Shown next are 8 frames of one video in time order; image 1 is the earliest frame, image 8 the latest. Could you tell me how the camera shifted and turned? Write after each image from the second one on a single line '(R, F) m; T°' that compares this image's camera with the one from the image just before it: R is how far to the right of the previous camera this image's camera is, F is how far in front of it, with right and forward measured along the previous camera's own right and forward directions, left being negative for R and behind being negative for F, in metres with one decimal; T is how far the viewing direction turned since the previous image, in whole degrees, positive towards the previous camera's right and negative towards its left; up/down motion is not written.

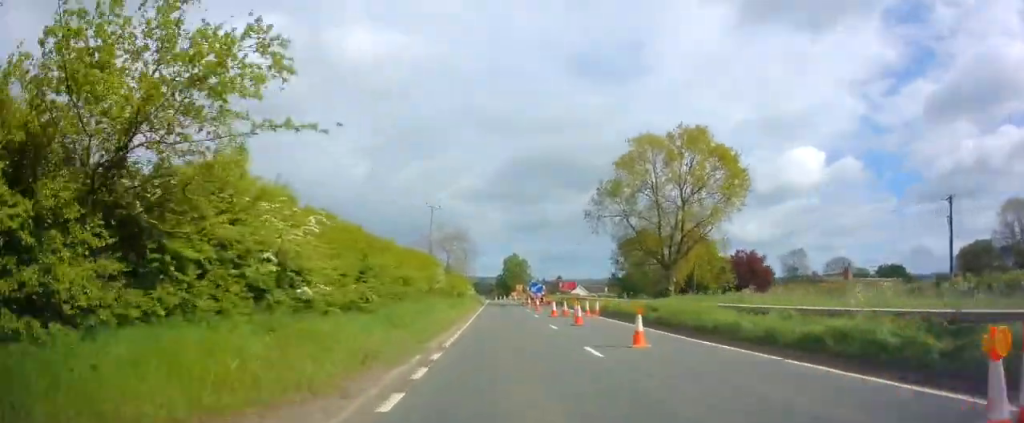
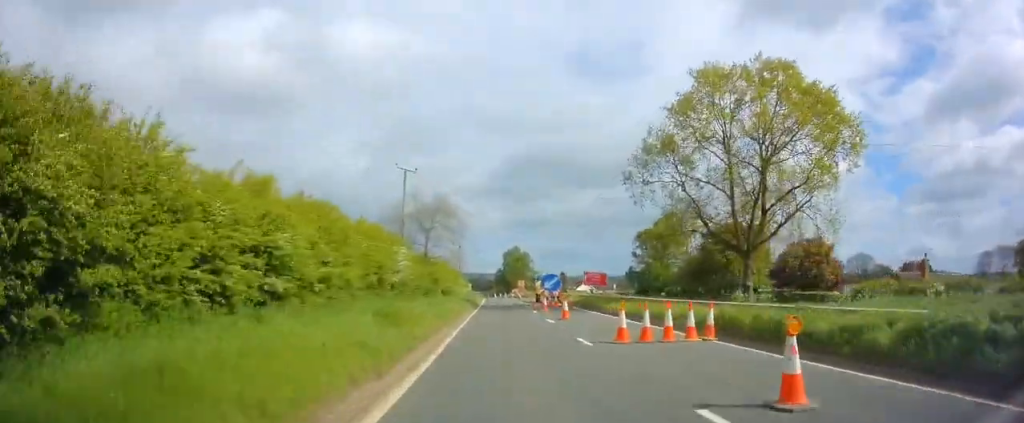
(-0.3, +16.2) m; 0°
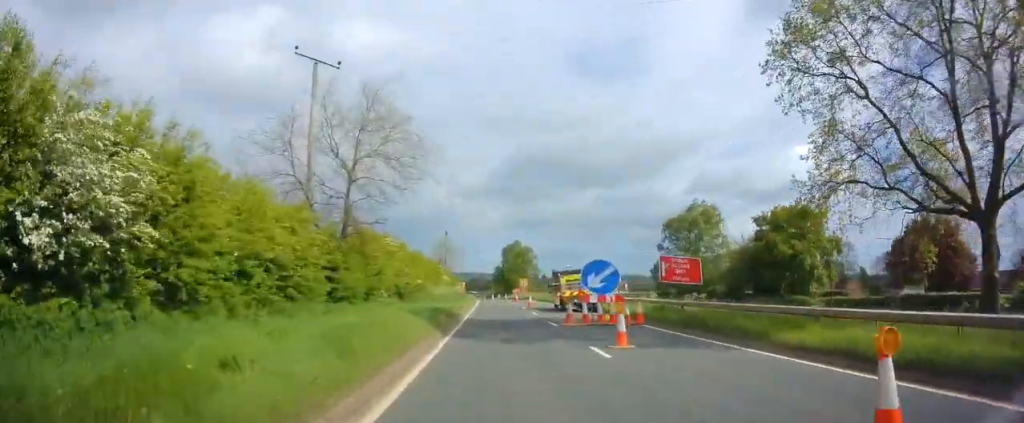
(+0.3, +19.6) m; 0°
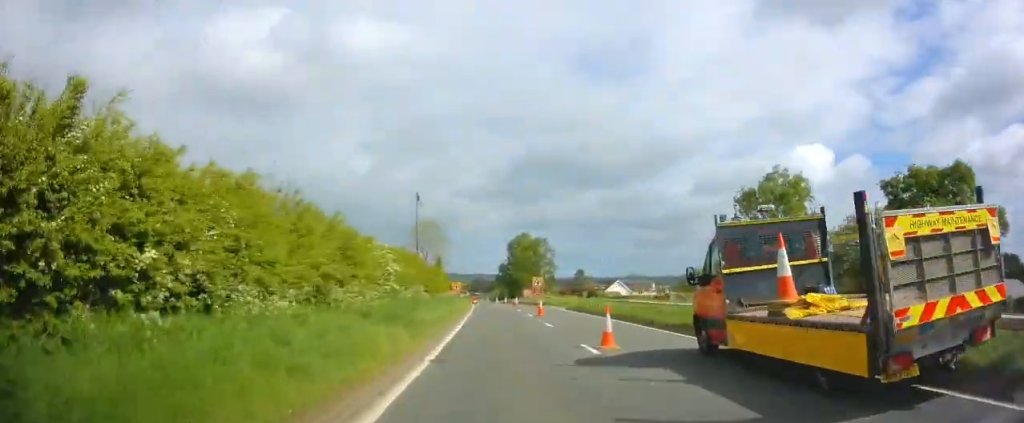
(-0.1, +25.4) m; 0°
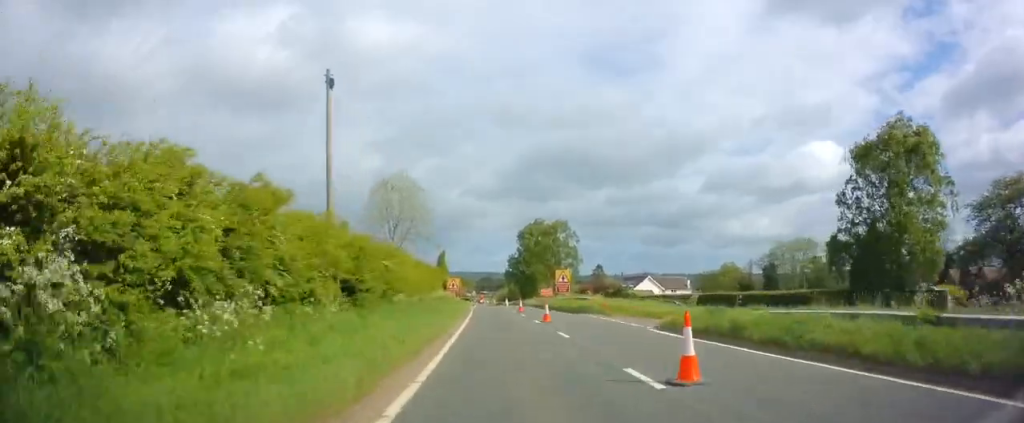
(-0.1, +21.6) m; -1°
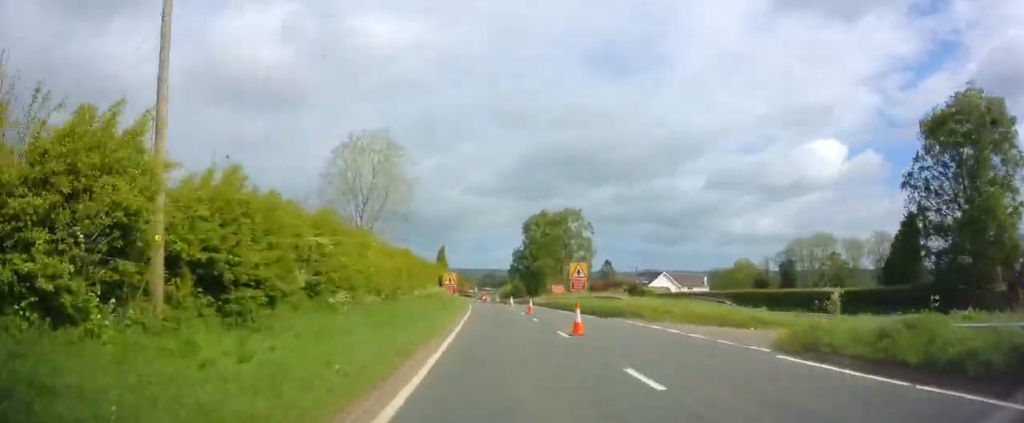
(0.0, +8.9) m; -1°
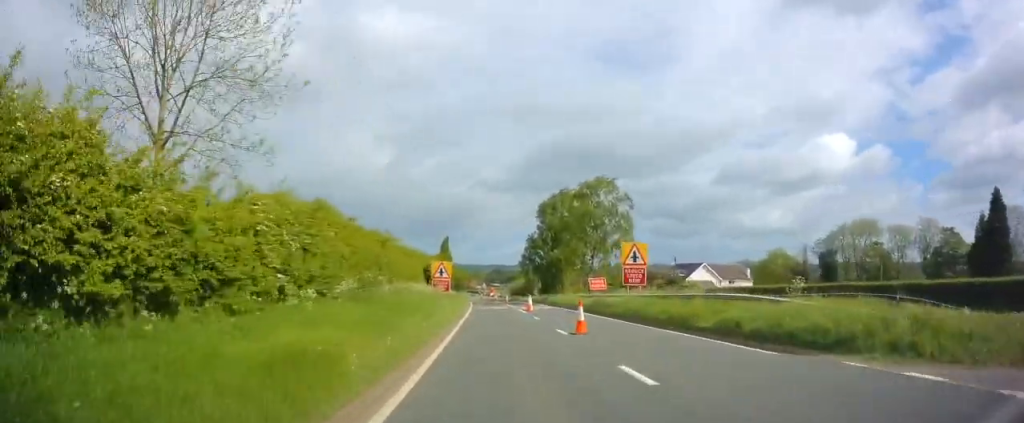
(-0.1, +17.0) m; -1°
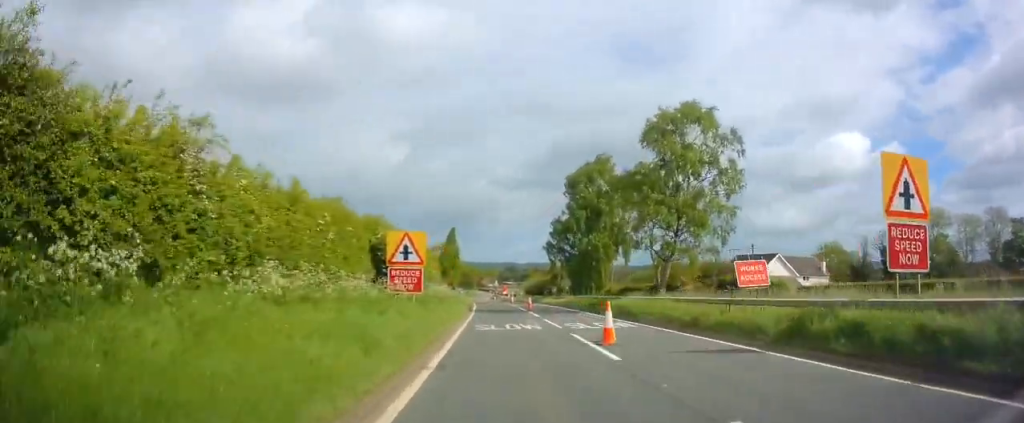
(-0.3, +21.4) m; -1°
